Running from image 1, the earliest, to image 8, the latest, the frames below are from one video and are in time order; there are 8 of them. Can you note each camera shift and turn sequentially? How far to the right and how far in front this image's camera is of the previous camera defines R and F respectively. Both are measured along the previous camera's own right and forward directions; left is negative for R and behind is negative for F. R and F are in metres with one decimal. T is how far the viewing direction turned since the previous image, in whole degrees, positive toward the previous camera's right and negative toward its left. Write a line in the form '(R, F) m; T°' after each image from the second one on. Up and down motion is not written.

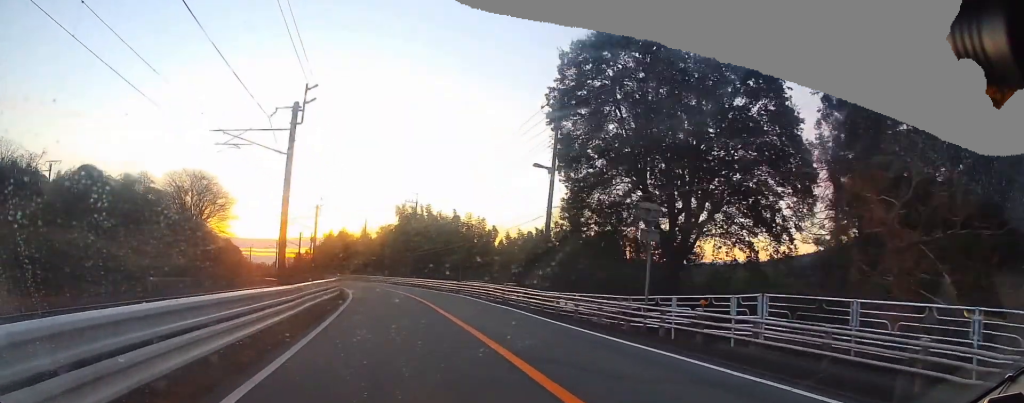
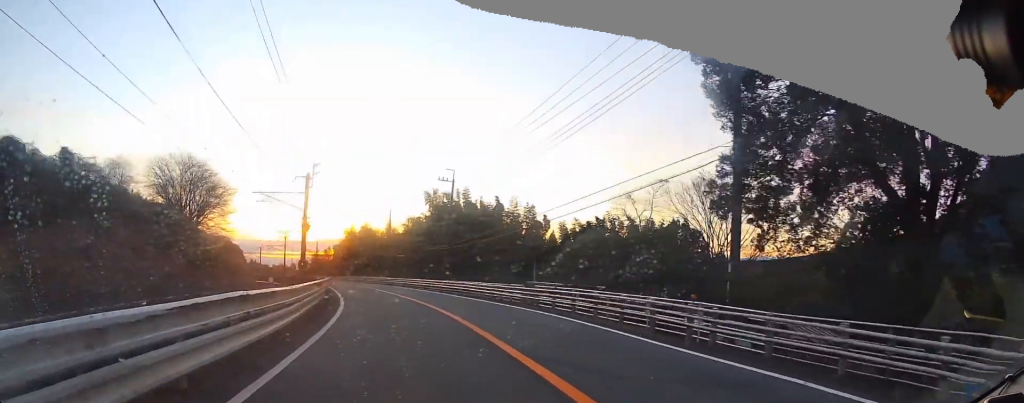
(+0.1, +17.9) m; +1°
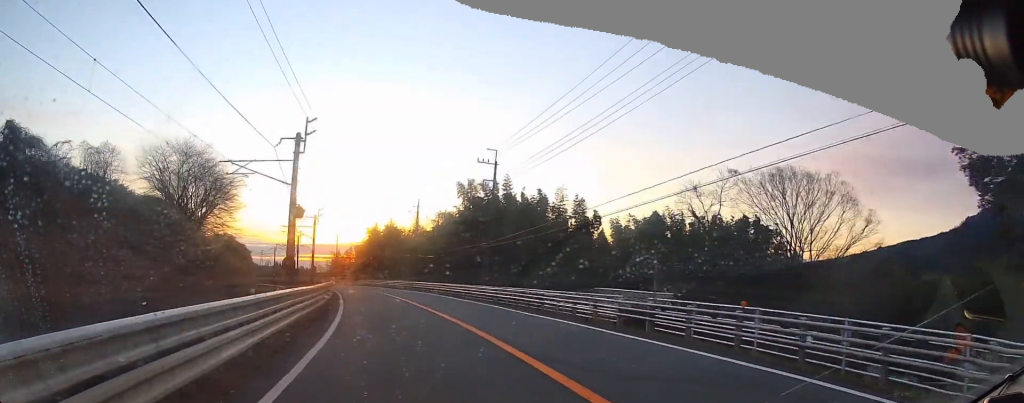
(+0.4, +10.7) m; -1°
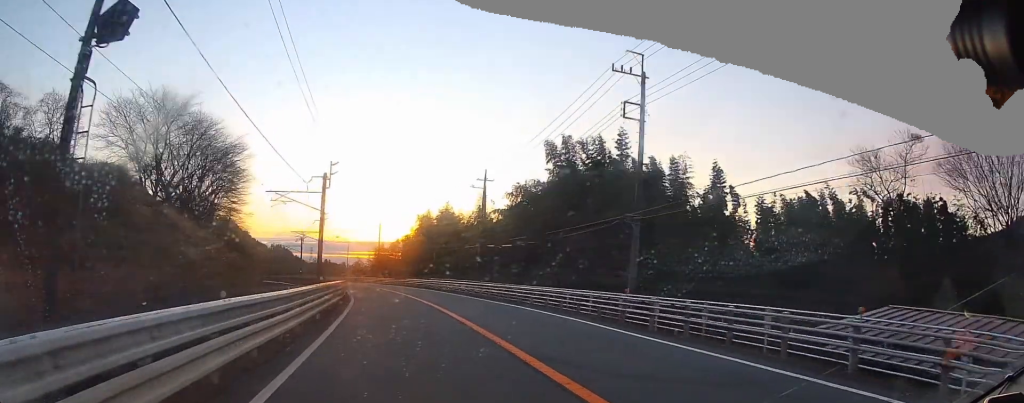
(-2.0, +21.8) m; -6°
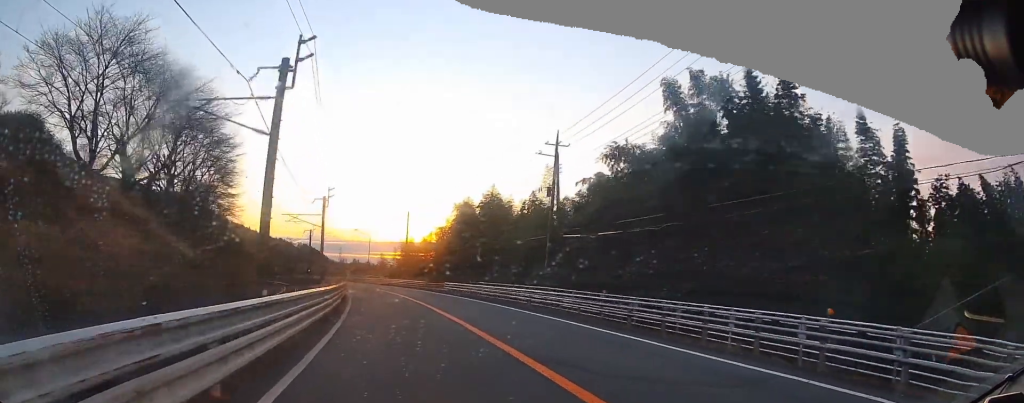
(+0.3, +17.7) m; -2°
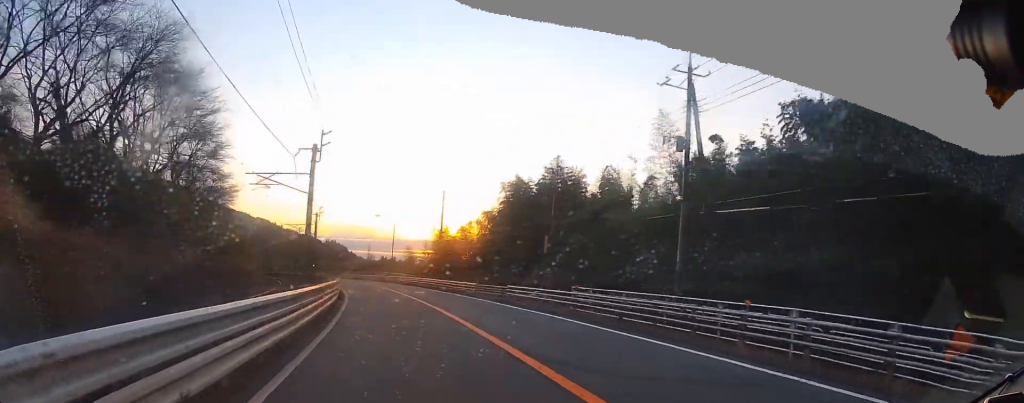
(-1.2, +17.1) m; -6°
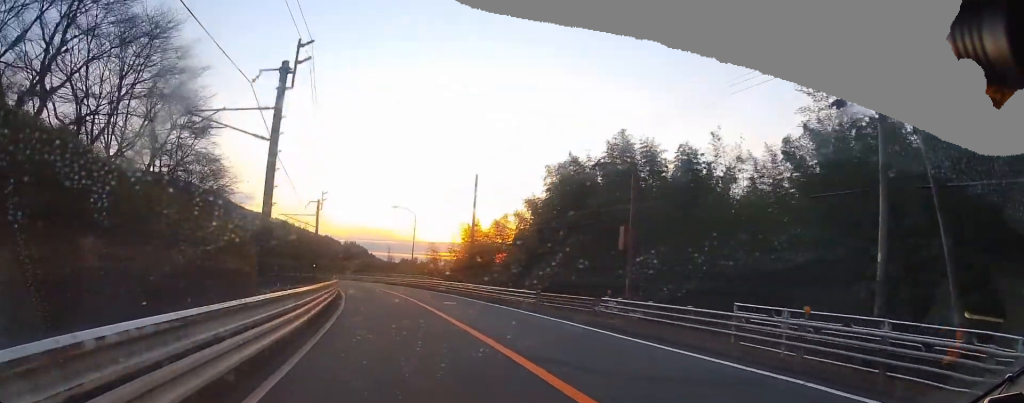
(-0.4, +11.5) m; -3°
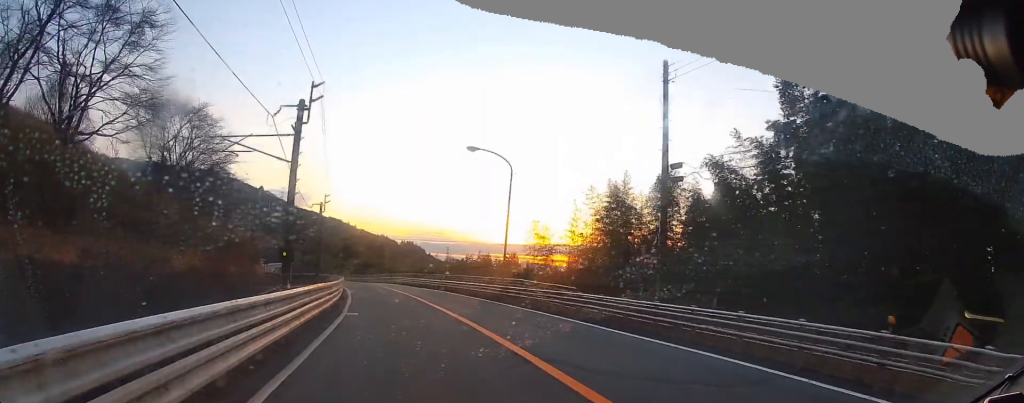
(-1.0, +27.8) m; -9°
